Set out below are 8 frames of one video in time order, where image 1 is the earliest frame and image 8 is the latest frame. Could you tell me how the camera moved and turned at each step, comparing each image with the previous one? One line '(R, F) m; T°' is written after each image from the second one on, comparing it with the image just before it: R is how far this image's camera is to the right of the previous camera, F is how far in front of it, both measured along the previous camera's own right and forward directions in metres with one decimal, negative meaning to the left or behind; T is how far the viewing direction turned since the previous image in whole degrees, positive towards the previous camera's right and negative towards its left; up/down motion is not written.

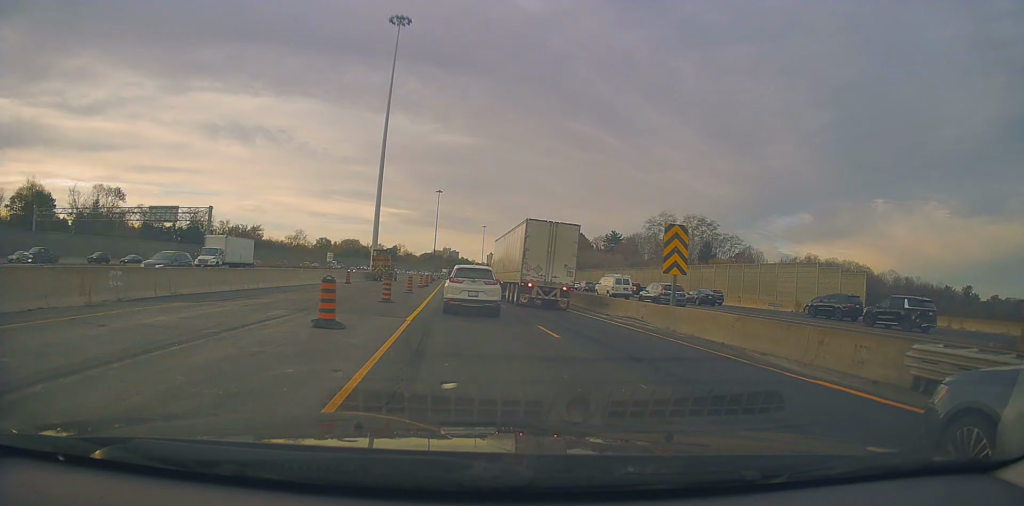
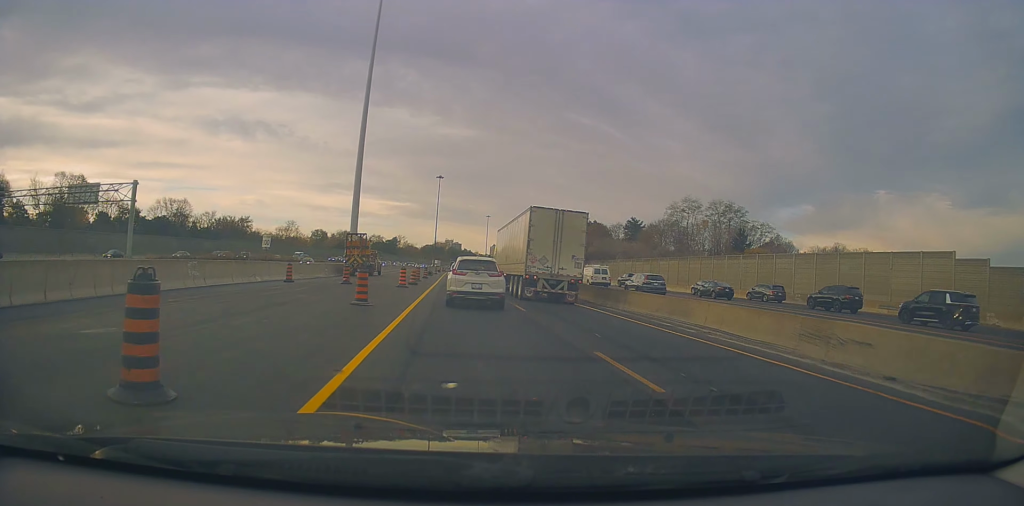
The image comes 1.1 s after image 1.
(+0.1, +18.6) m; 0°
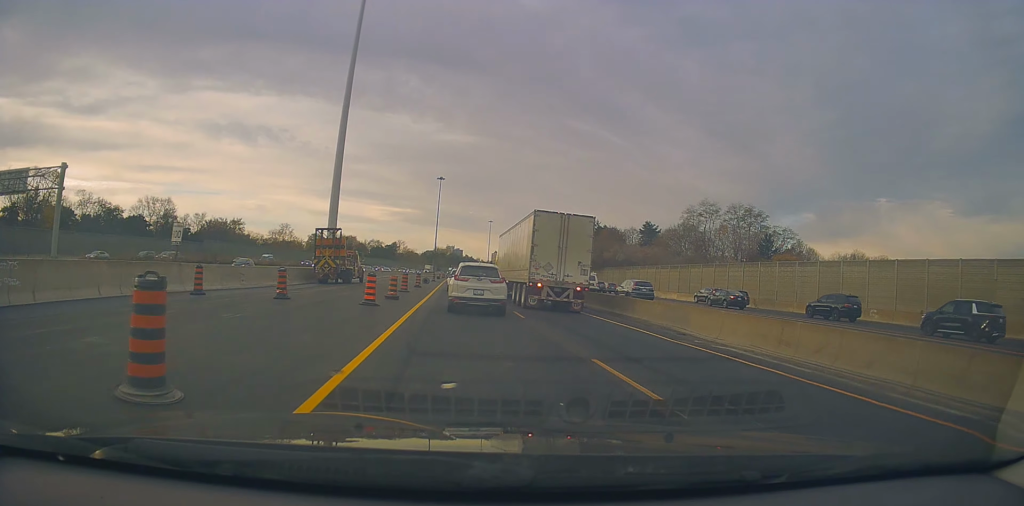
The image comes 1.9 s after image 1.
(0.0, +12.0) m; 0°
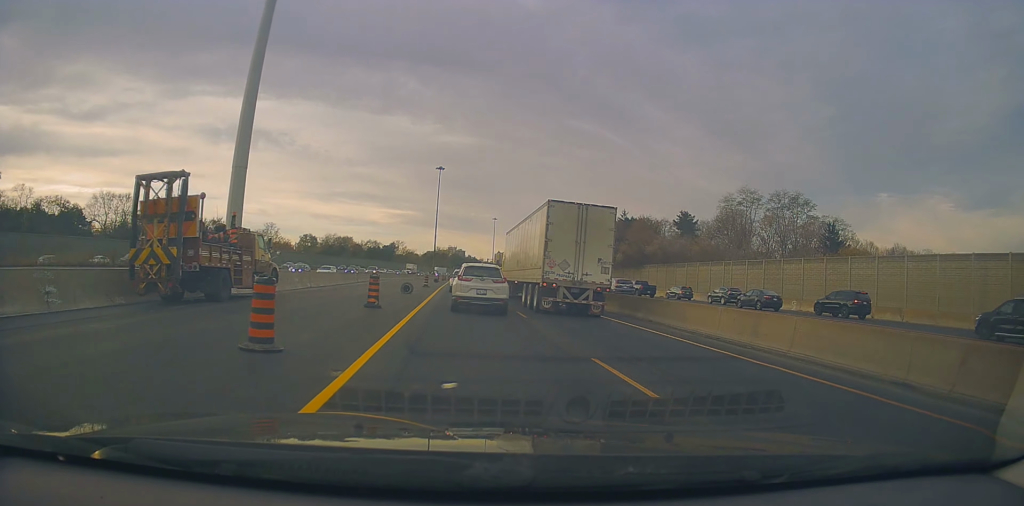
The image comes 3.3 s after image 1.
(-0.3, +24.2) m; -1°
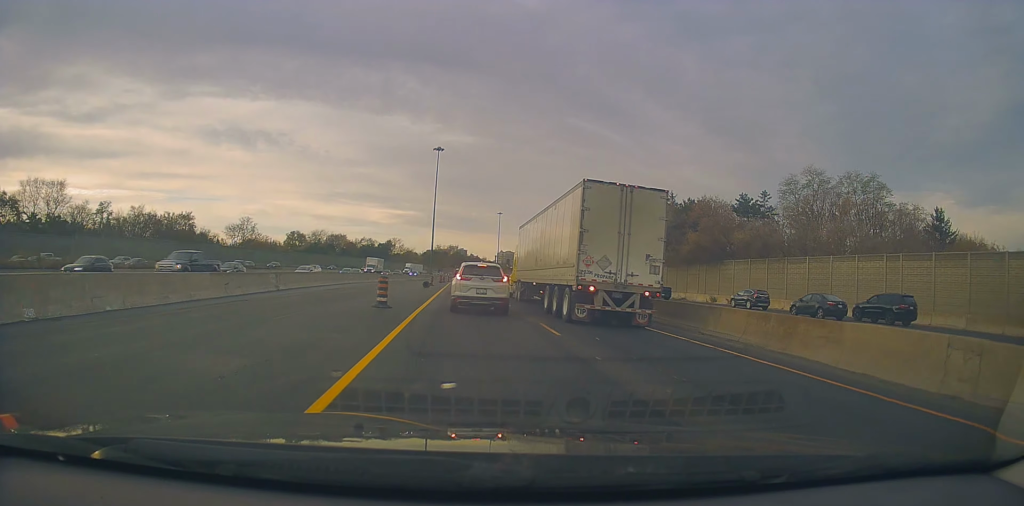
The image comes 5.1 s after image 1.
(+0.5, +28.7) m; +1°
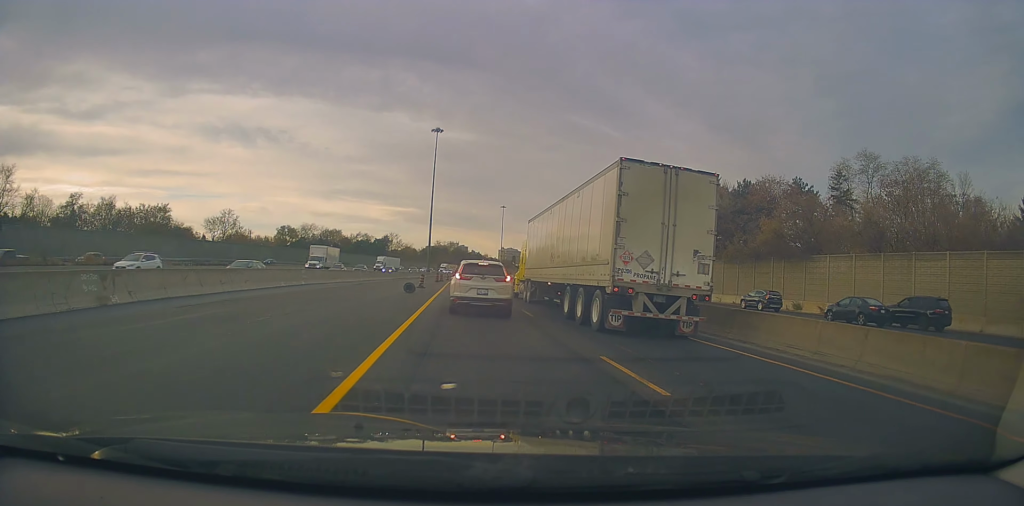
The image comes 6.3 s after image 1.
(-0.2, +18.8) m; 0°
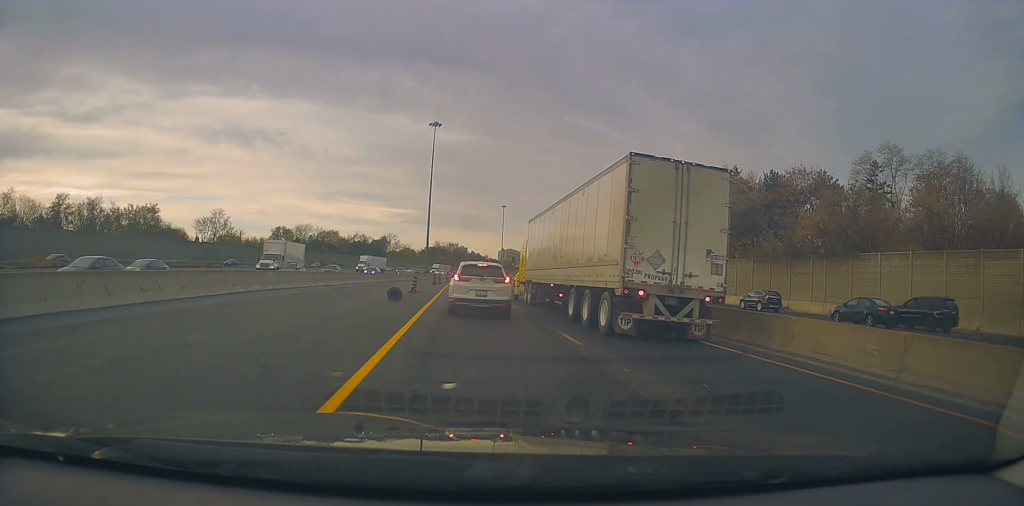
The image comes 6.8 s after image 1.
(+0.3, +8.1) m; 0°
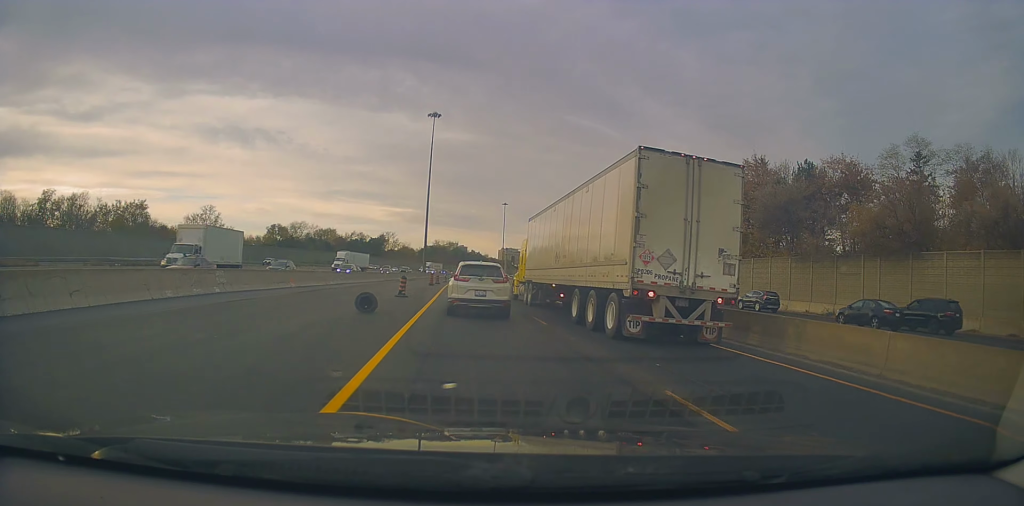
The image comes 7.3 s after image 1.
(-0.2, +7.7) m; -1°
